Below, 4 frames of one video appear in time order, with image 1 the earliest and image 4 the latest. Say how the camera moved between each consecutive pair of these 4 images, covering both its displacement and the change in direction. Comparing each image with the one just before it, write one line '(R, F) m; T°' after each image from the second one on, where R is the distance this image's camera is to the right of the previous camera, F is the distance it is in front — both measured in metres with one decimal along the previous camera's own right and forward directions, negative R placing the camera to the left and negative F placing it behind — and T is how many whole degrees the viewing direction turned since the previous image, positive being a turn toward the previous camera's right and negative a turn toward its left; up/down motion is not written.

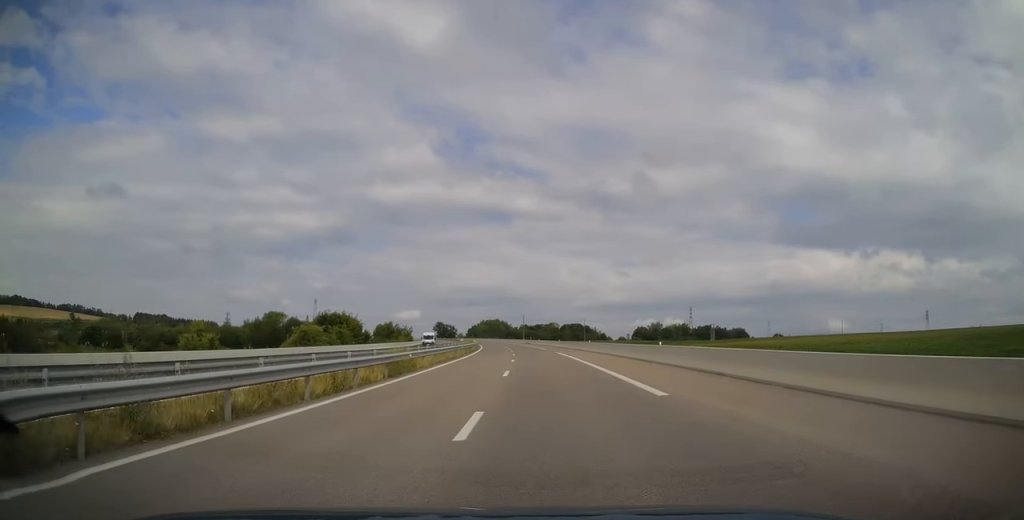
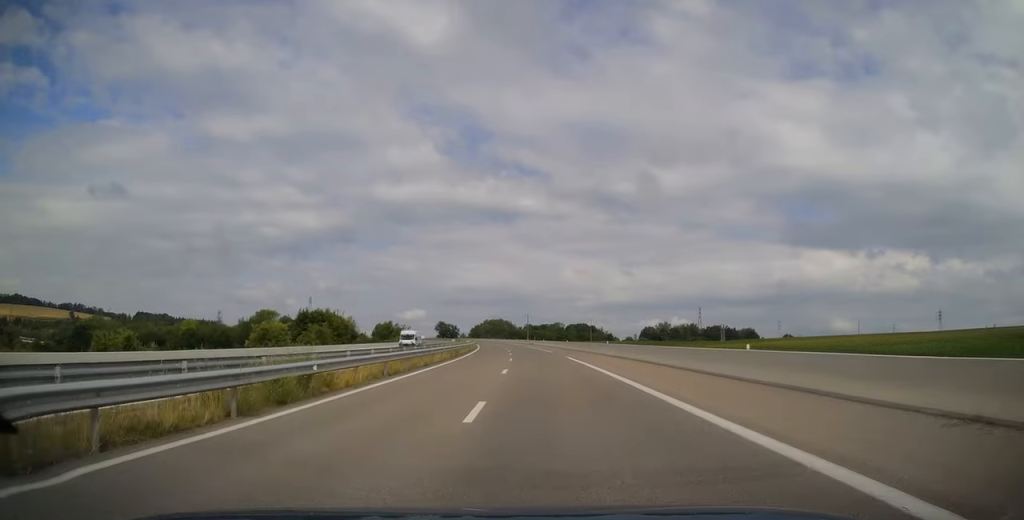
(-0.1, +11.7) m; -1°
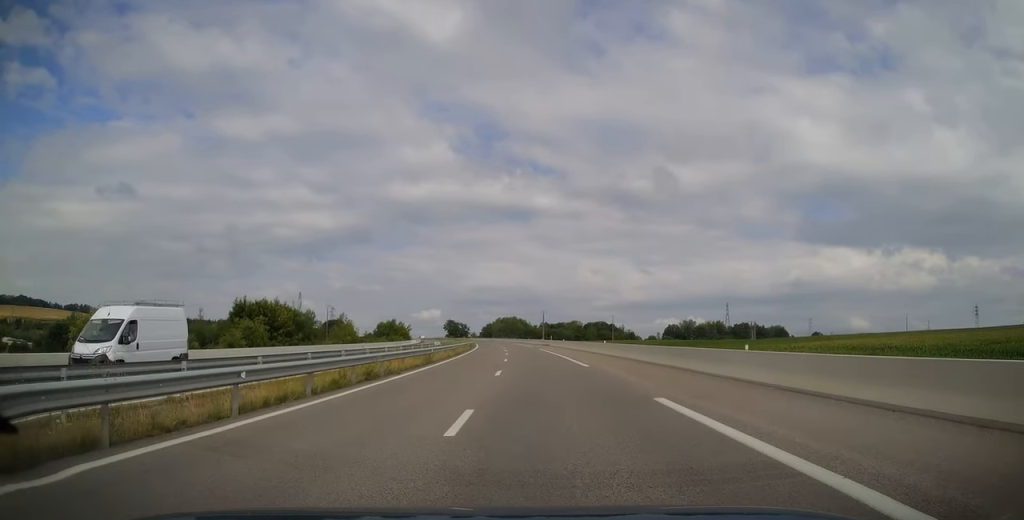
(-0.4, +27.8) m; -2°
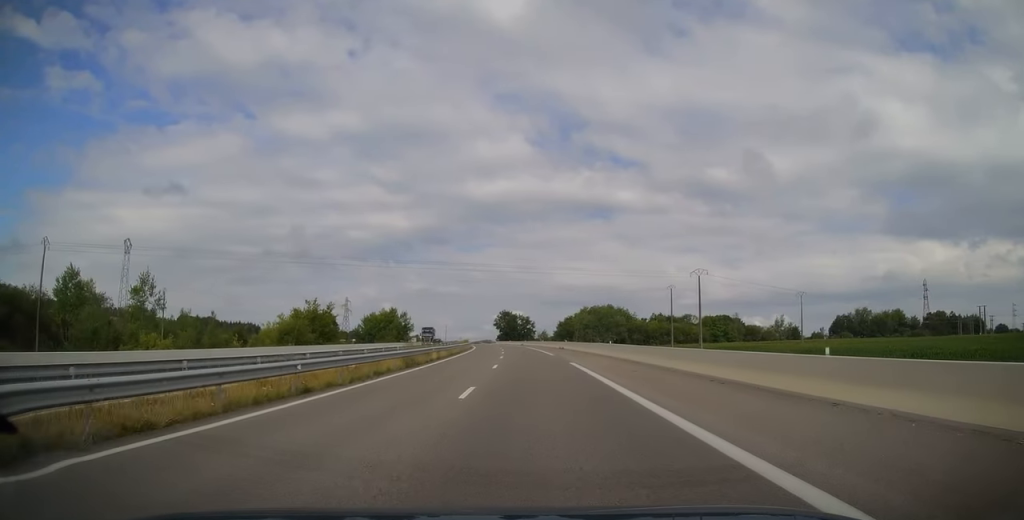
(-9.5, +140.2) m; -7°
